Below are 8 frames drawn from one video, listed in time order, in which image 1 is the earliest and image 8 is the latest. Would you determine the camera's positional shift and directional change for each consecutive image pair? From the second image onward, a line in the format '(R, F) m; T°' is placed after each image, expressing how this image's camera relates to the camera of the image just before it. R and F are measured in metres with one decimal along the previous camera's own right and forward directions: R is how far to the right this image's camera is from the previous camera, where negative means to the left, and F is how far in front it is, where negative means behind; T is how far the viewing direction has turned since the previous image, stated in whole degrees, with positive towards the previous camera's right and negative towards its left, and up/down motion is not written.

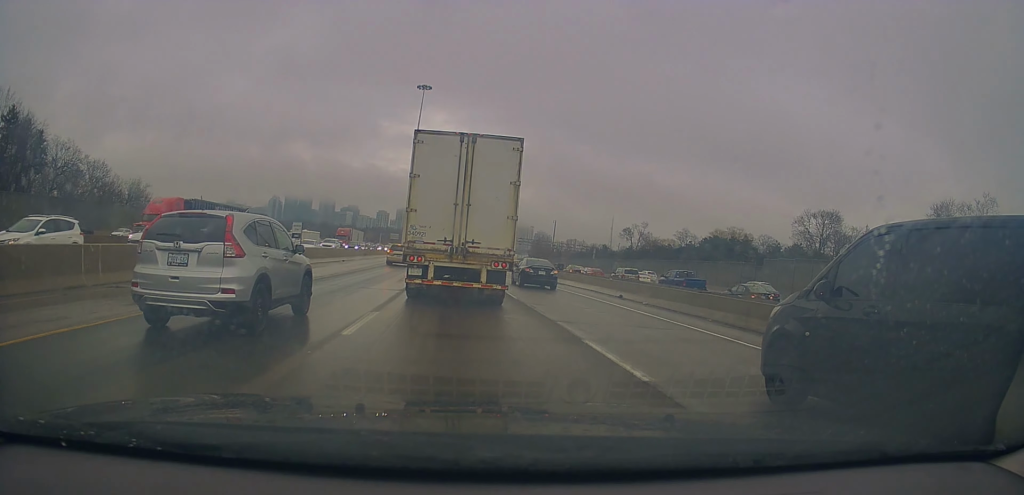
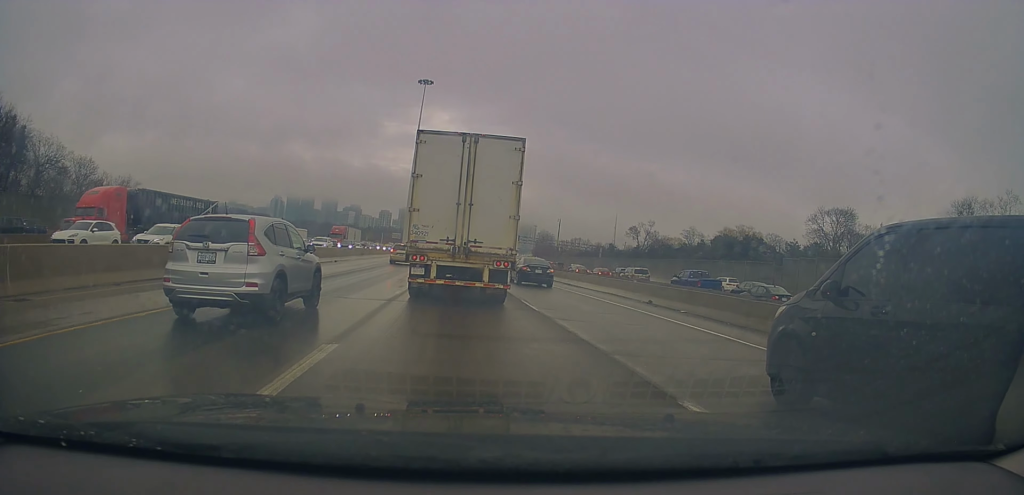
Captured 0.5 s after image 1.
(0.0, +3.9) m; -1°
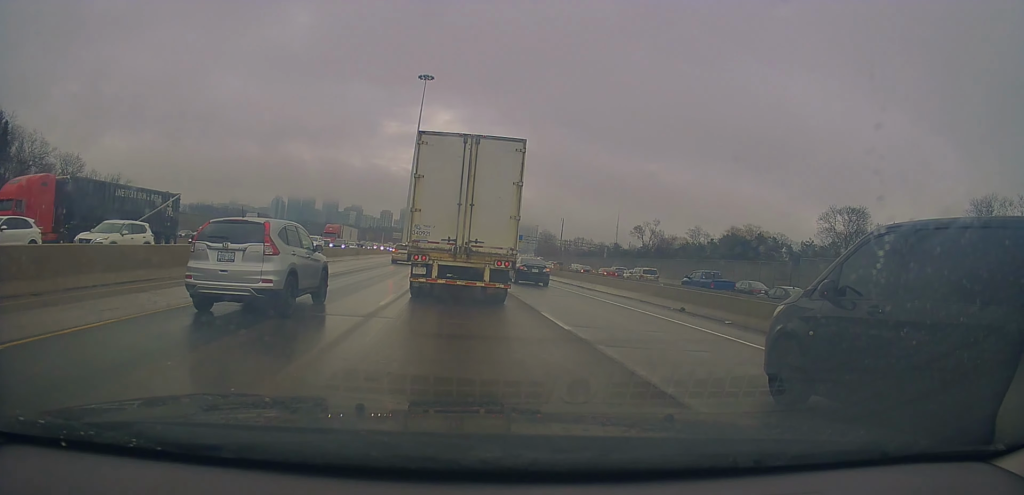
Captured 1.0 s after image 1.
(0.0, +3.7) m; -1°
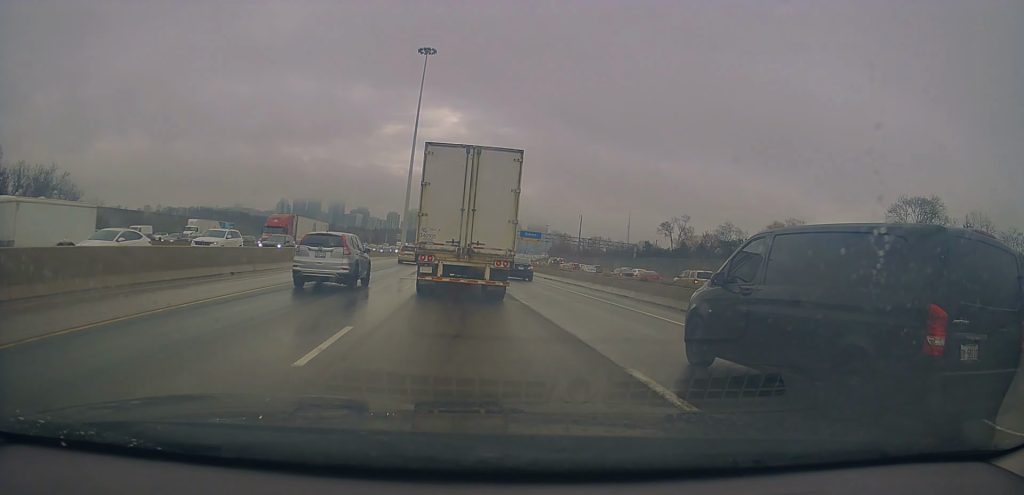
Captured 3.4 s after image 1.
(-0.5, +19.0) m; -2°
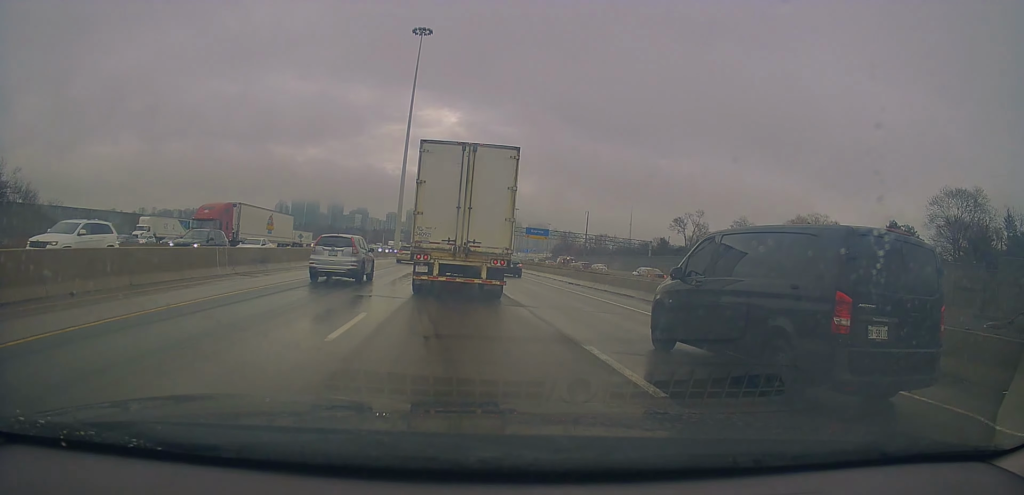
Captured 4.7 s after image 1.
(+0.3, +10.5) m; +2°
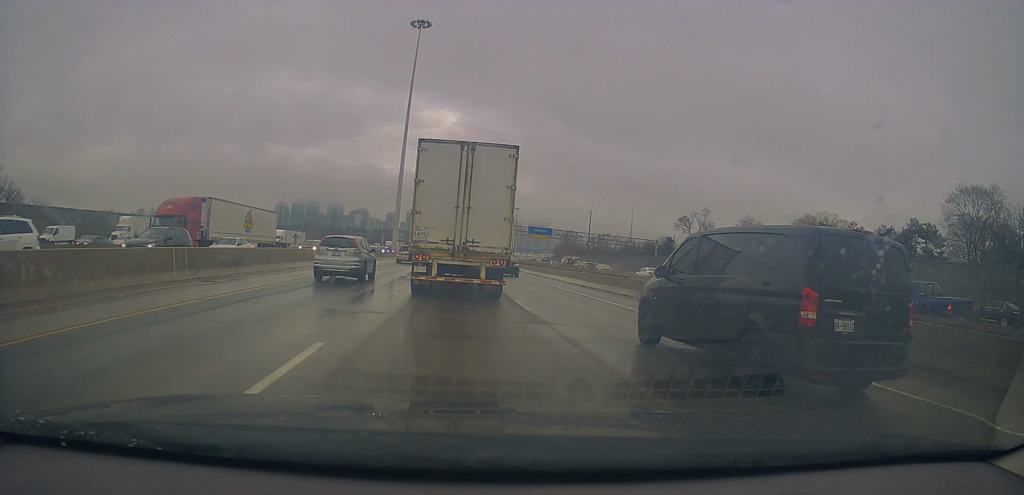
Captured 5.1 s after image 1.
(0.0, +3.5) m; 0°
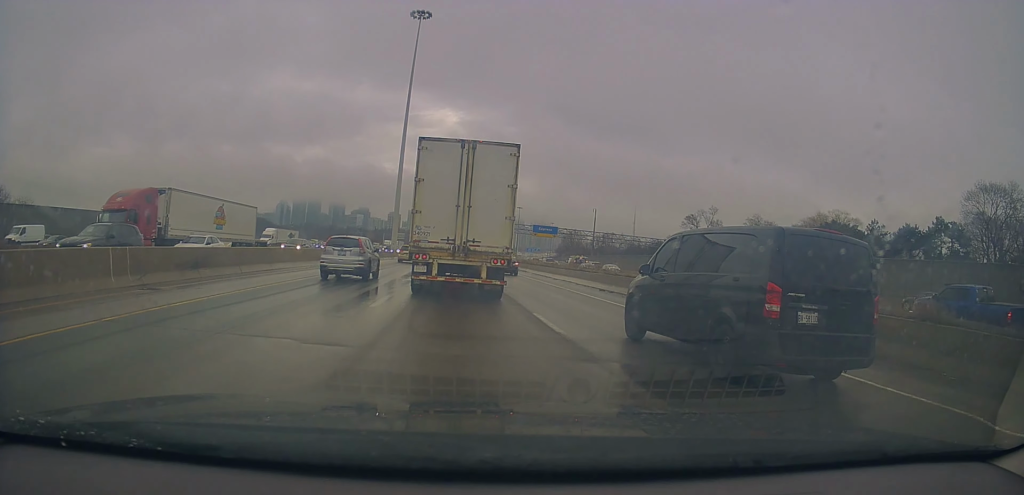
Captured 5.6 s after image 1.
(-0.1, +4.1) m; 0°
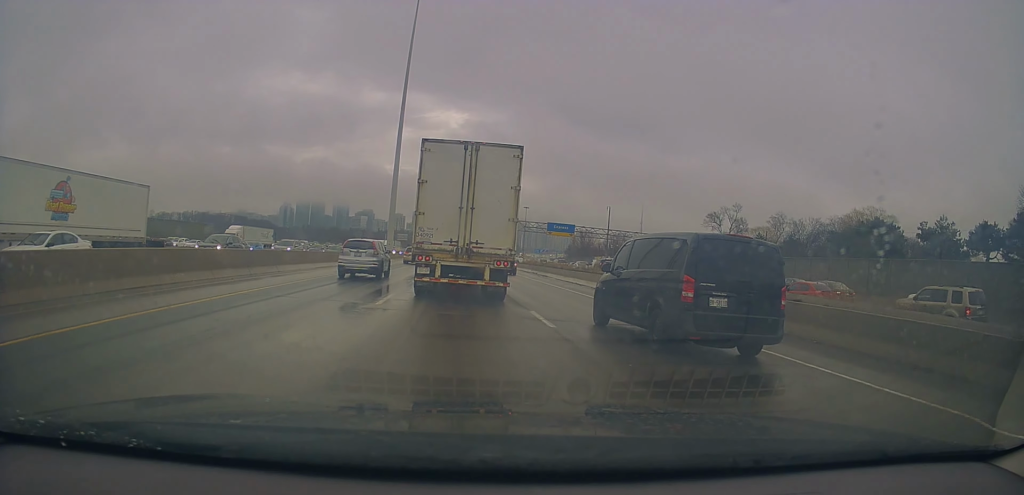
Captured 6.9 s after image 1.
(+0.1, +11.4) m; -4°
